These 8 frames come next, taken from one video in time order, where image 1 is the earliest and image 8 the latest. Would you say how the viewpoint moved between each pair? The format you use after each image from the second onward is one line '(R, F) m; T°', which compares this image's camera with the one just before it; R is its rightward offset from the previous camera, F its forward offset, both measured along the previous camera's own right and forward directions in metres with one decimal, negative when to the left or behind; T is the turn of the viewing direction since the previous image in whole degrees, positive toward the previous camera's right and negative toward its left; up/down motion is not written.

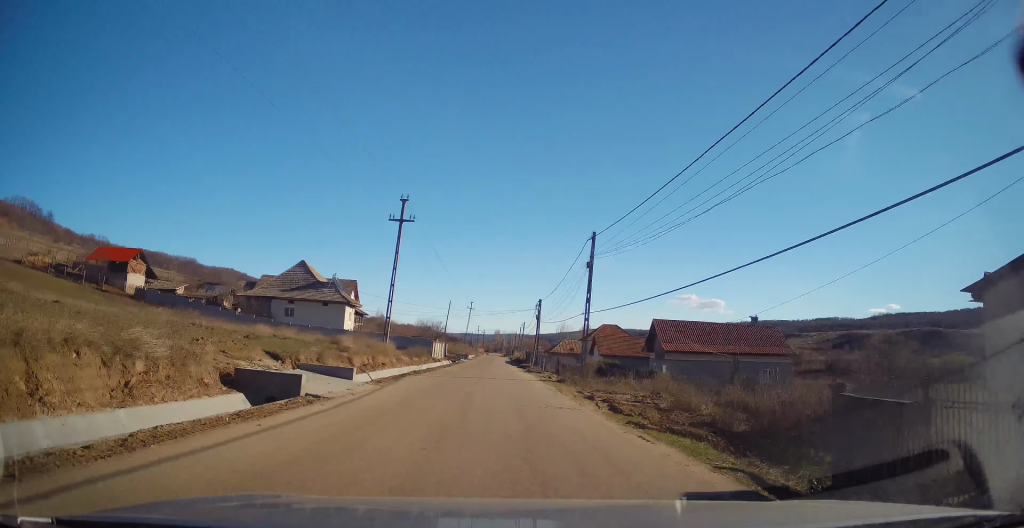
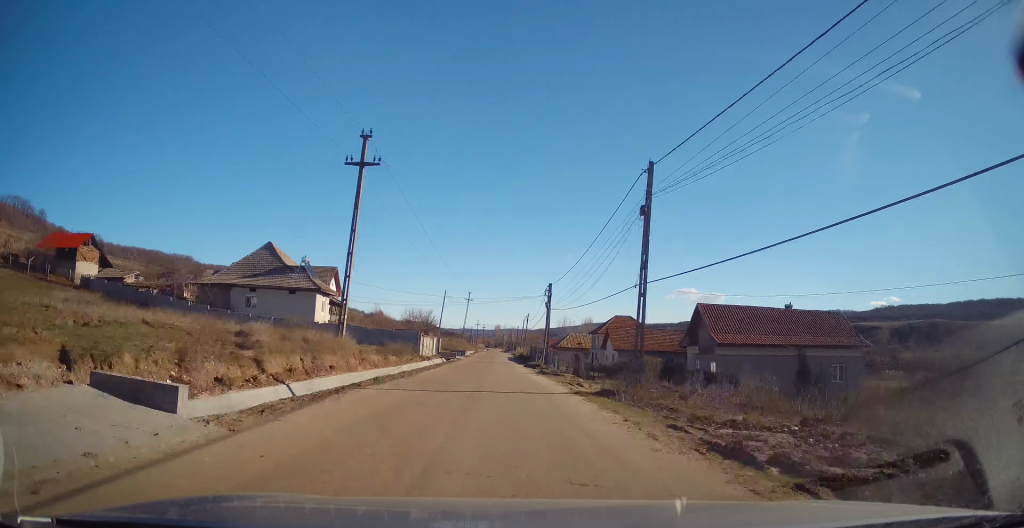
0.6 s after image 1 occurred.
(-0.2, +9.9) m; 0°
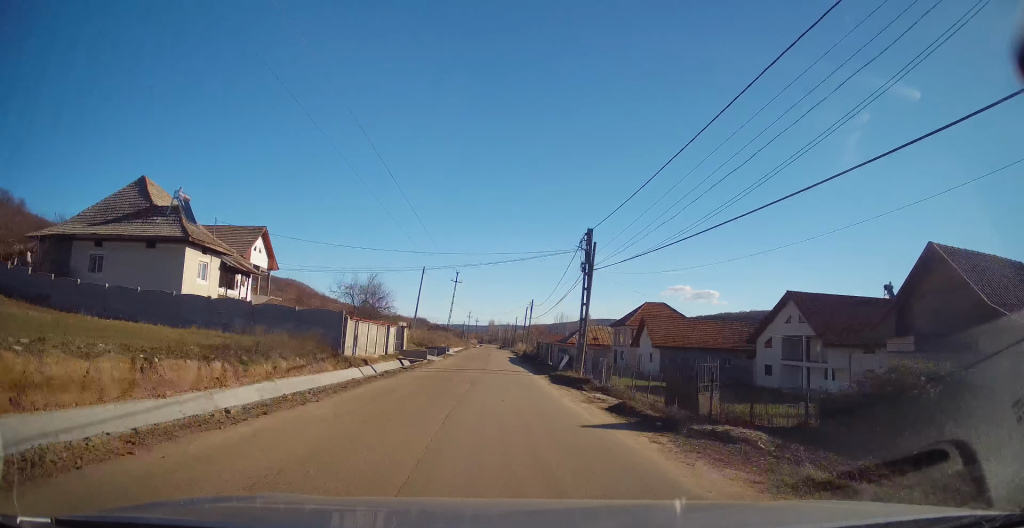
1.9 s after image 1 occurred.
(0.0, +21.2) m; +1°
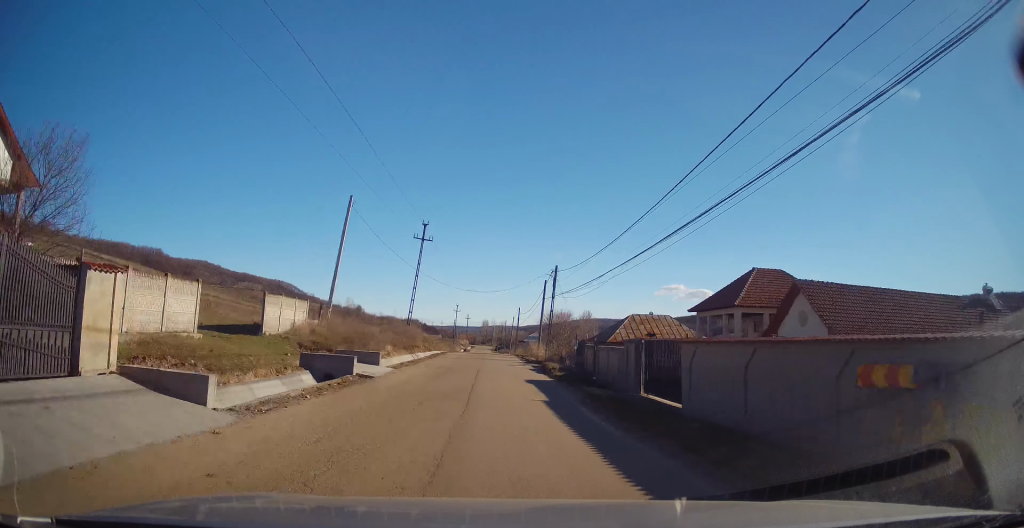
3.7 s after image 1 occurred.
(0.0, +31.3) m; 0°
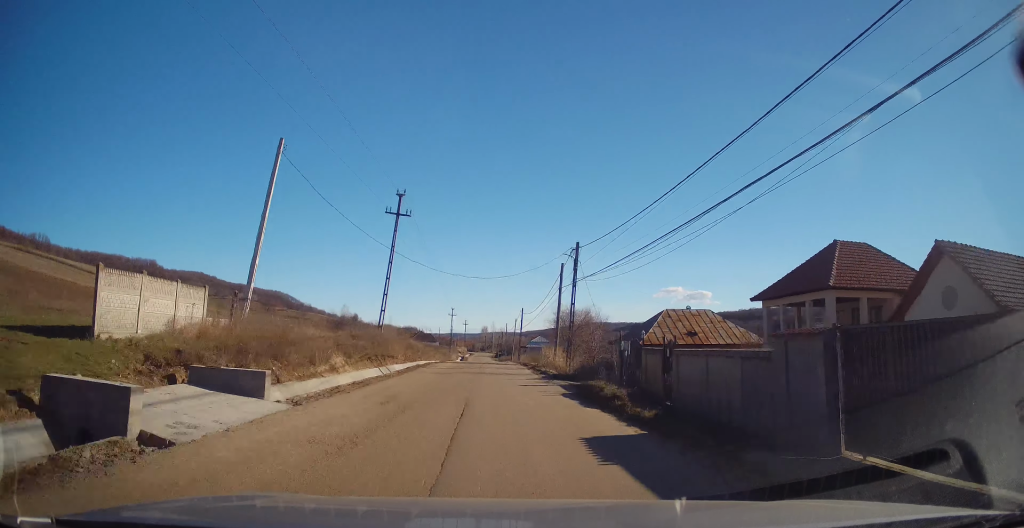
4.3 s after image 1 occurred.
(0.0, +10.9) m; 0°
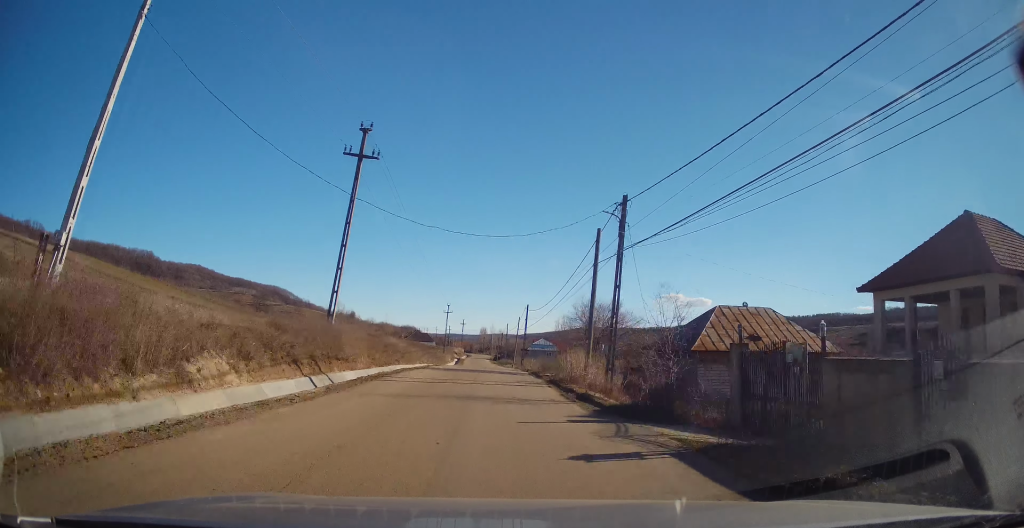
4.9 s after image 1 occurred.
(+0.1, +10.3) m; 0°
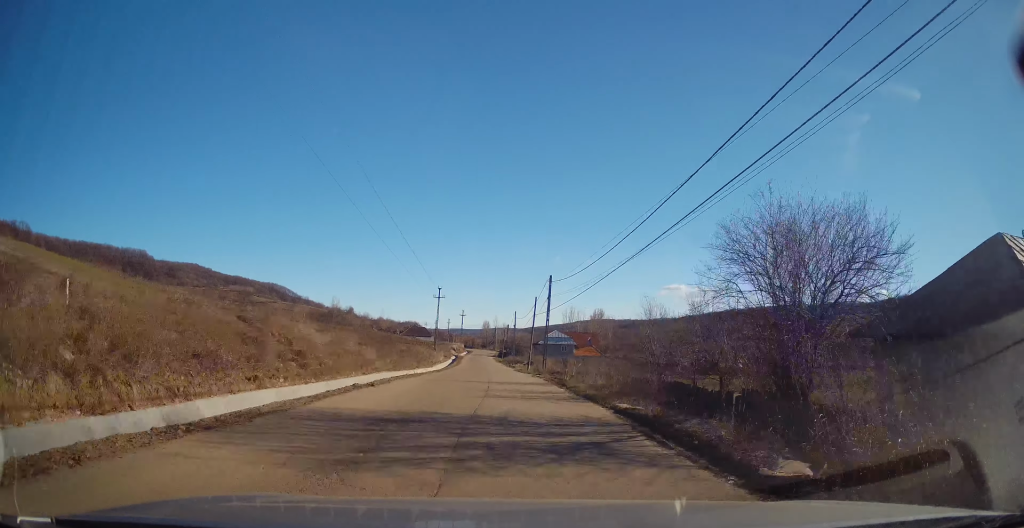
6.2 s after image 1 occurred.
(-0.1, +21.4) m; 0°
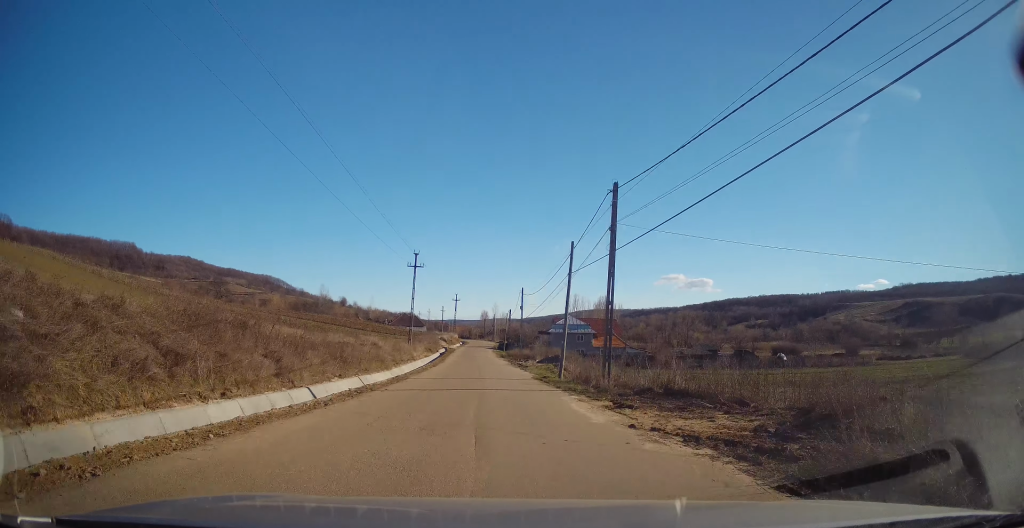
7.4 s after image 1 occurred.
(+0.1, +22.2) m; 0°
